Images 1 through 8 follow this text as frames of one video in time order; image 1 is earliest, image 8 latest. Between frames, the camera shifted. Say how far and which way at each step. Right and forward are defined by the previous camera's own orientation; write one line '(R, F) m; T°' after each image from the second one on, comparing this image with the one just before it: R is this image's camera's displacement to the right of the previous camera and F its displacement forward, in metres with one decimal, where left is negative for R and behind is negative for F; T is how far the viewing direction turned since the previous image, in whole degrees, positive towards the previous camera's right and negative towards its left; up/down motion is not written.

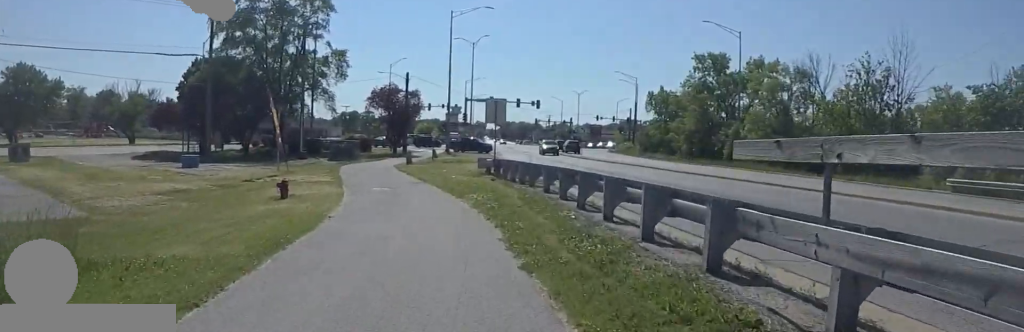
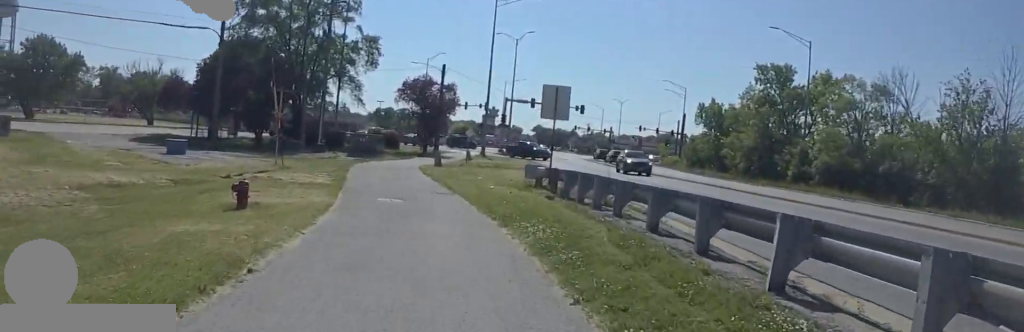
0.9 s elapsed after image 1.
(0.0, +7.1) m; -1°
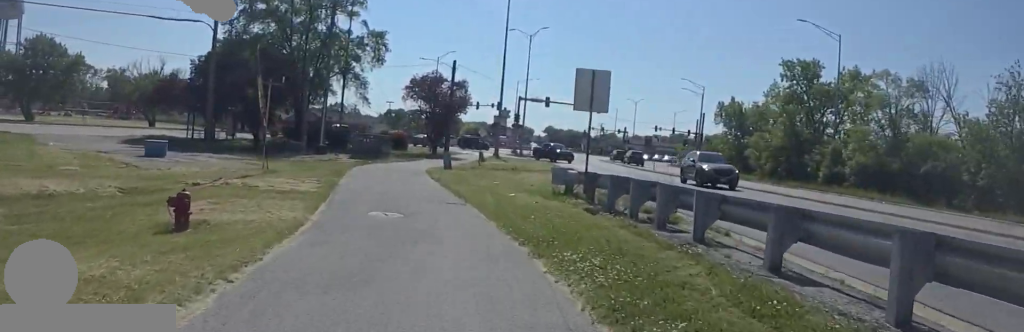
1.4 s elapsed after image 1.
(-0.7, +3.7) m; -1°
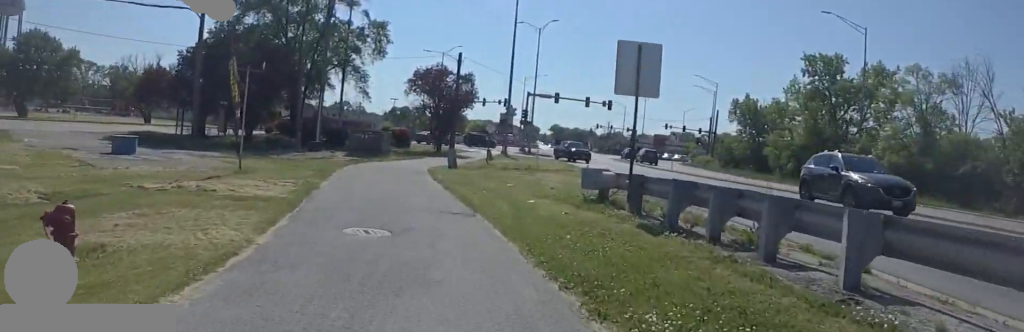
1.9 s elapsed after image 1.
(+0.4, +3.4) m; 0°
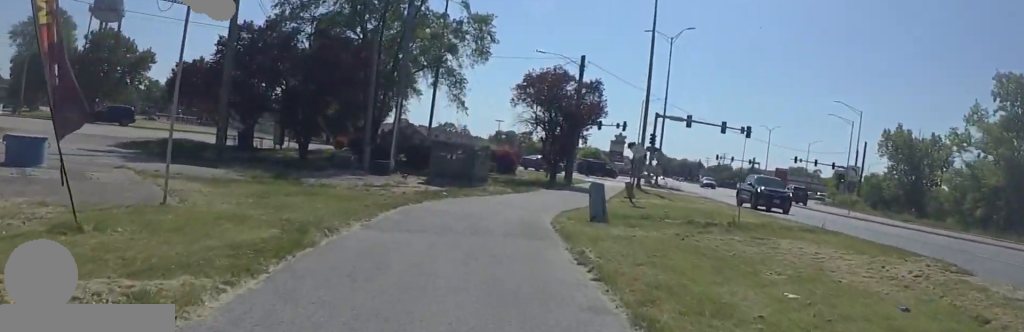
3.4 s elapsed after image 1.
(-0.6, +12.0) m; -8°
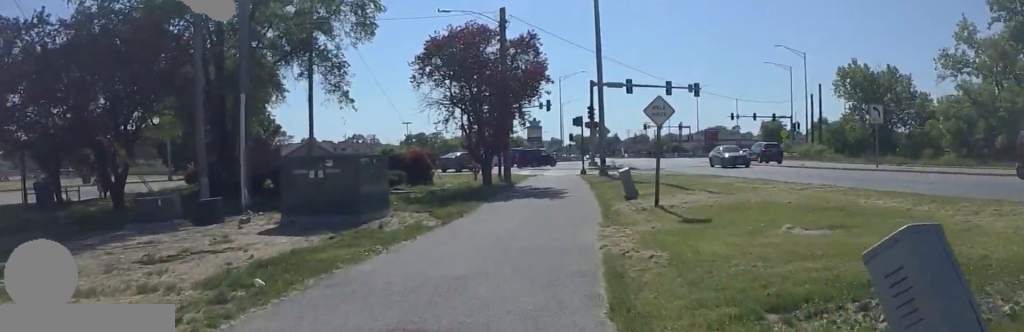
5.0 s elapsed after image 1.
(+1.6, +11.5) m; +23°
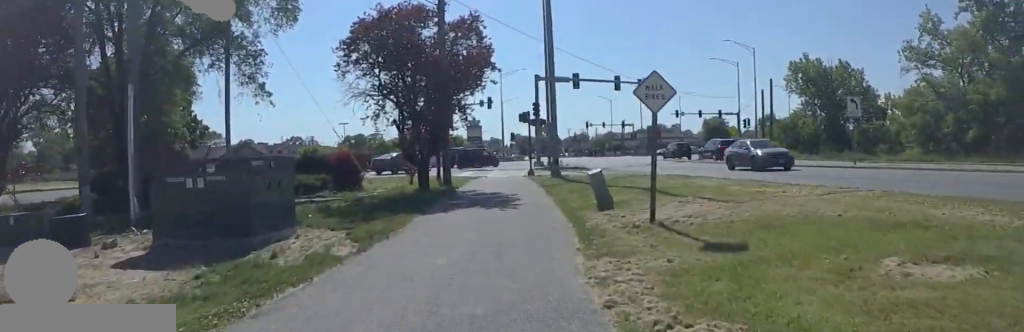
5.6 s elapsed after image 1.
(+0.1, +3.6) m; +9°
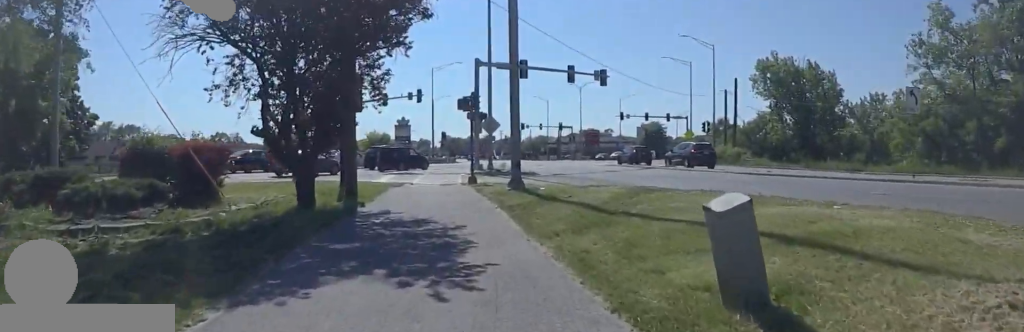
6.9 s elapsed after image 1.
(+0.7, +8.9) m; -12°
